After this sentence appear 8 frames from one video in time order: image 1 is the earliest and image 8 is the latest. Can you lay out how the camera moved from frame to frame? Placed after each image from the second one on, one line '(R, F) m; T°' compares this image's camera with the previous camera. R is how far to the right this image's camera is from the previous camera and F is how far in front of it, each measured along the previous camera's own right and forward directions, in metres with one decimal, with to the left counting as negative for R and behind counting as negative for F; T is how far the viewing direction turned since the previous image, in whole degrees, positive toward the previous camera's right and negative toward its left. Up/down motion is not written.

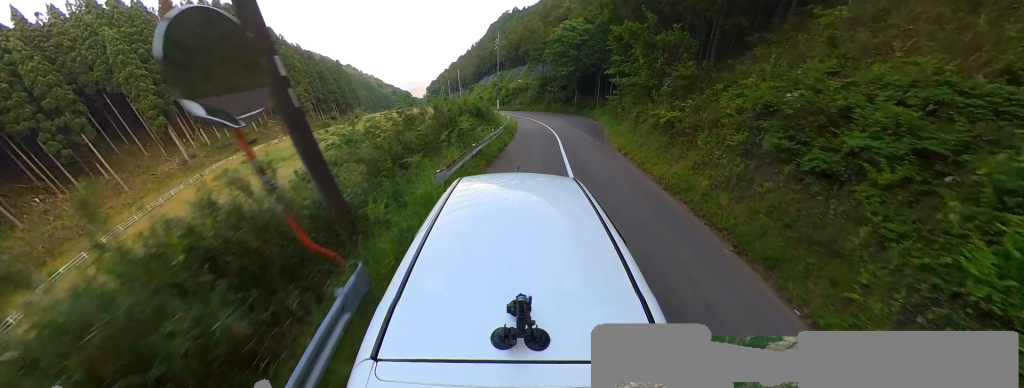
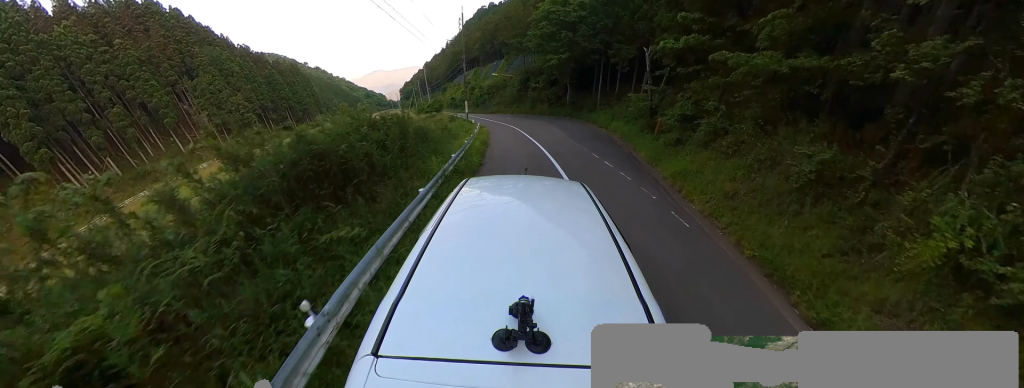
(+0.3, +13.3) m; -3°
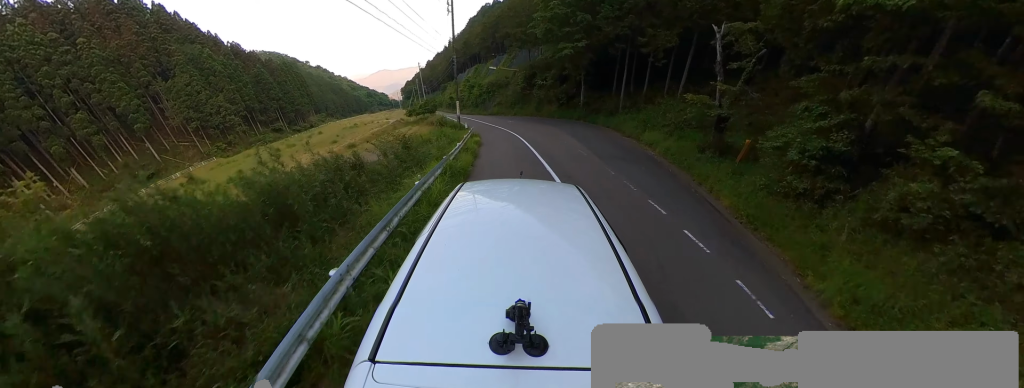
(-0.4, +7.6) m; -2°
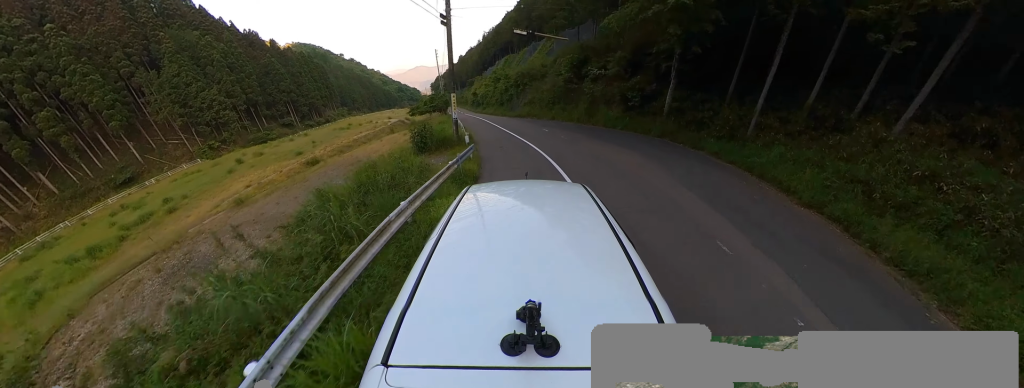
(0.0, +14.5) m; -4°
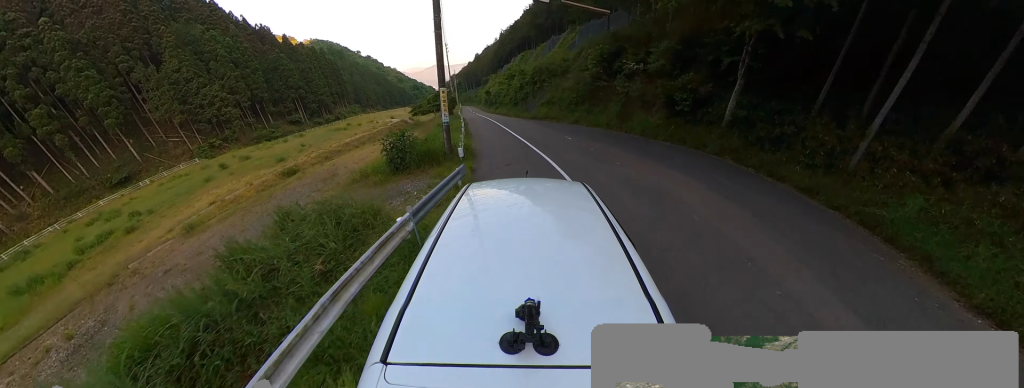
(-0.1, +5.1) m; -4°
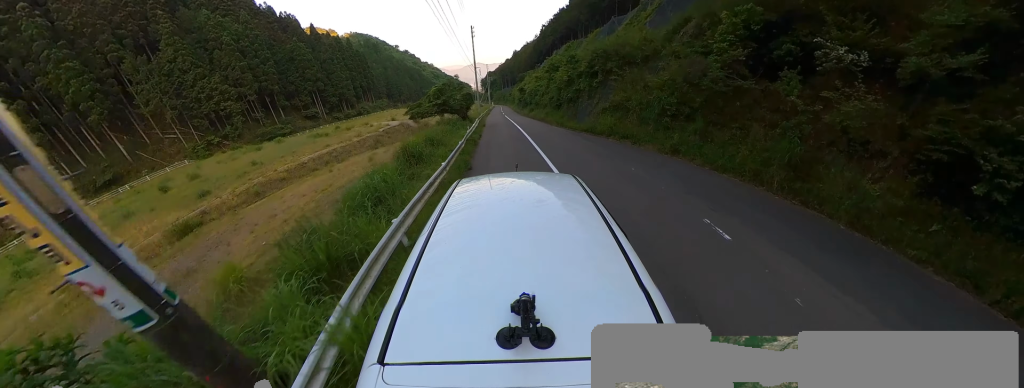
(-1.2, +11.7) m; -12°
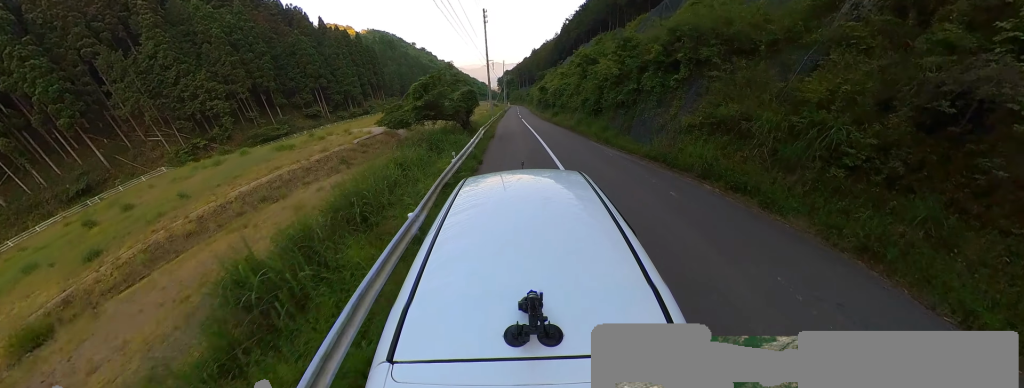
(-0.8, +7.9) m; -3°
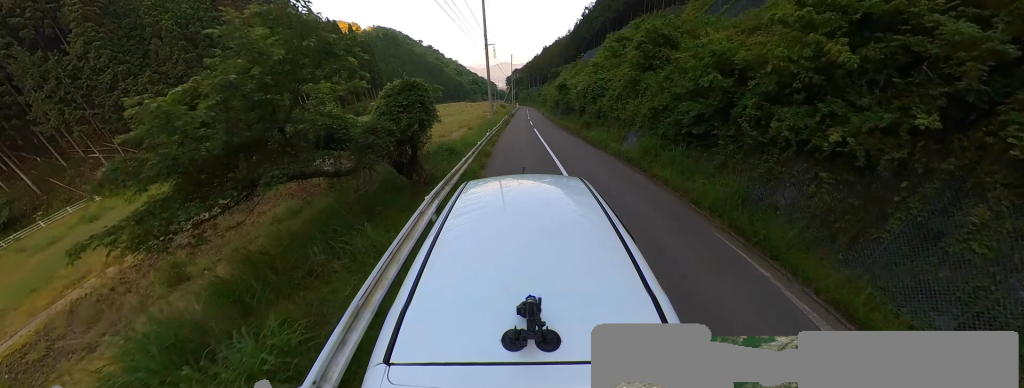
(+0.8, +11.4) m; +5°
